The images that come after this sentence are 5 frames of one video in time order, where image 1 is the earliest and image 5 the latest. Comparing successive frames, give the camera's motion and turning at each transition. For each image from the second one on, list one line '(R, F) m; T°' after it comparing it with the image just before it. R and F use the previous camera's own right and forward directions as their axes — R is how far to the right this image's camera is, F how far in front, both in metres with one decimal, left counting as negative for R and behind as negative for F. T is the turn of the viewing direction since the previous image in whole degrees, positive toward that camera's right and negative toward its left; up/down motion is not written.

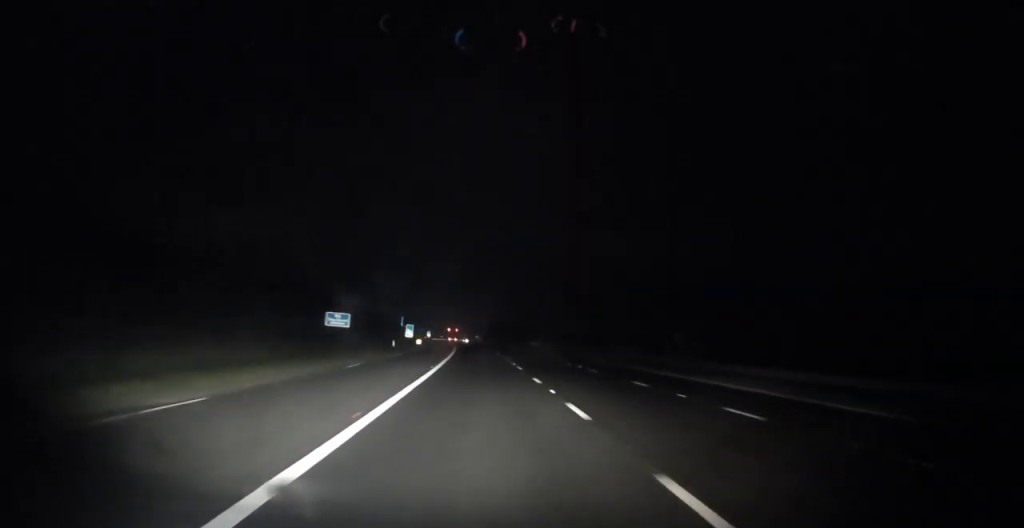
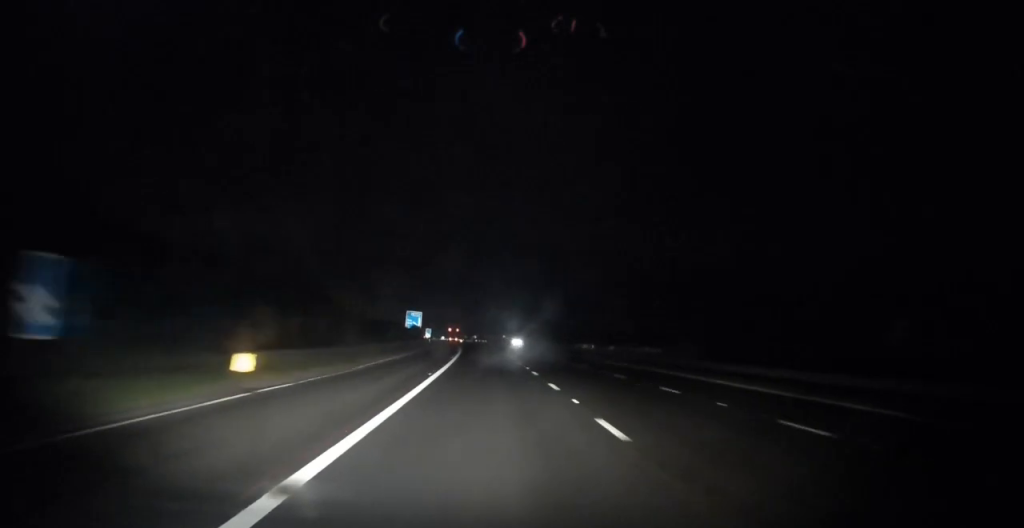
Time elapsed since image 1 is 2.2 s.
(-1.3, +58.4) m; -2°
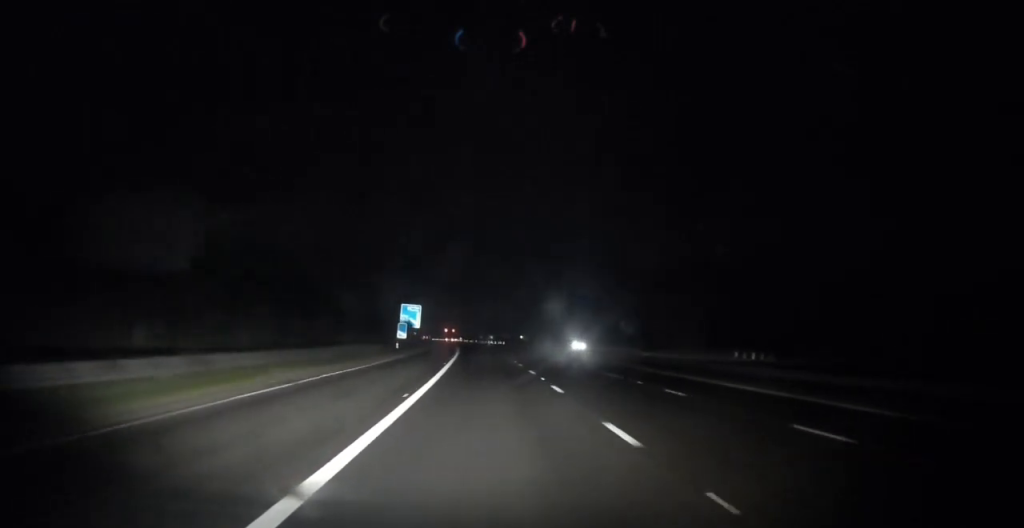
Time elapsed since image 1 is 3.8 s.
(-0.5, +44.1) m; -1°
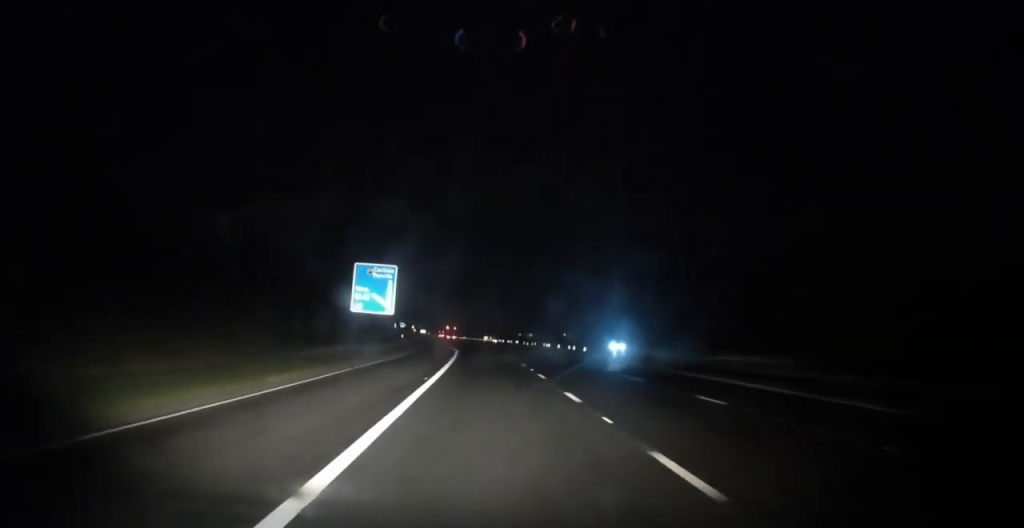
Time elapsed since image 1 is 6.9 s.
(-2.3, +83.8) m; -3°
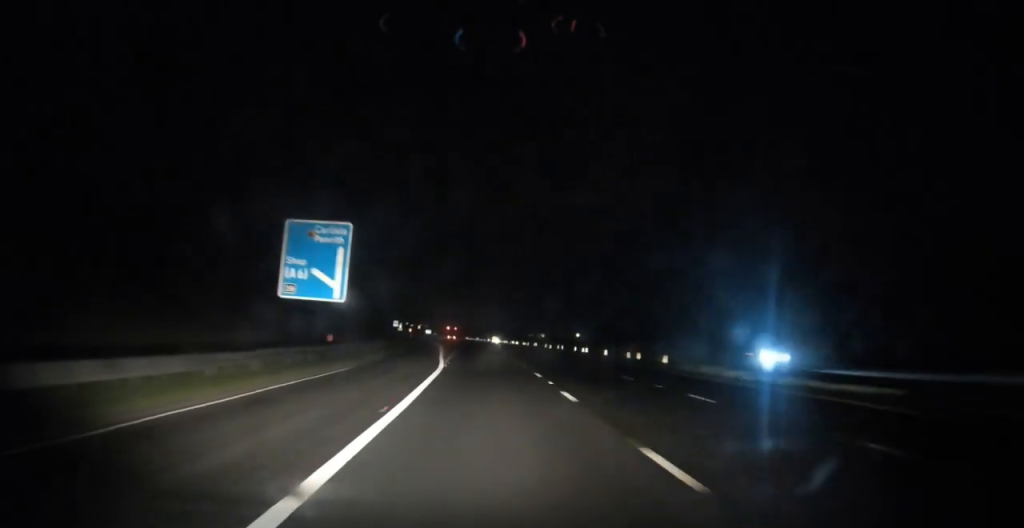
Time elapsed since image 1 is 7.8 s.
(-0.4, +26.6) m; -1°
